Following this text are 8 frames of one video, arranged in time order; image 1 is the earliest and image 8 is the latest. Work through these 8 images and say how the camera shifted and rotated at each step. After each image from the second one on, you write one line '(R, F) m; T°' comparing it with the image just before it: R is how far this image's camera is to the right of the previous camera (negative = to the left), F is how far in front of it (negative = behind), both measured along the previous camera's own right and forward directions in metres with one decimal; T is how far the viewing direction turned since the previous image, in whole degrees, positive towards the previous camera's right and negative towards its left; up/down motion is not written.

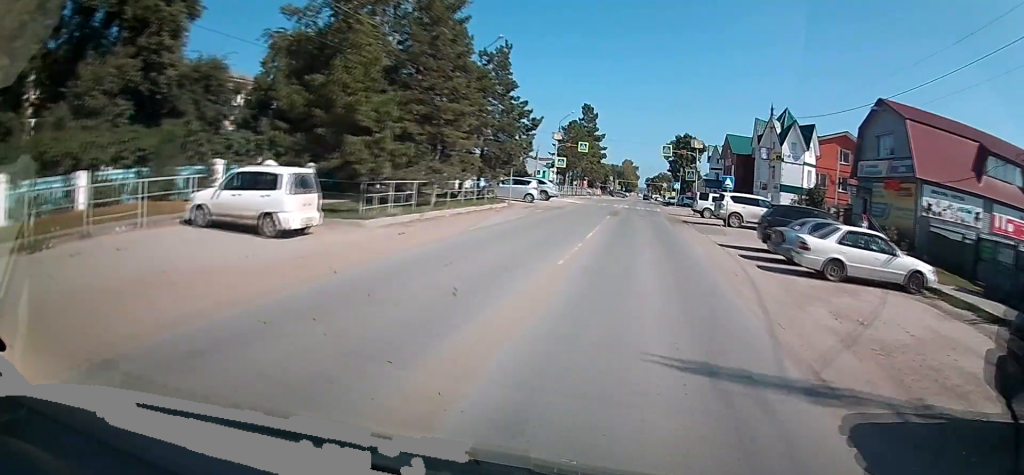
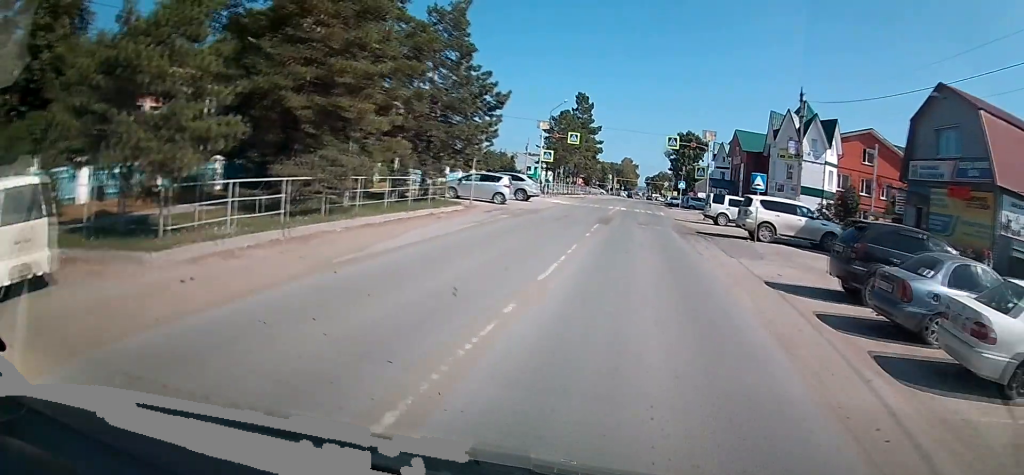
(0.0, +6.1) m; 0°
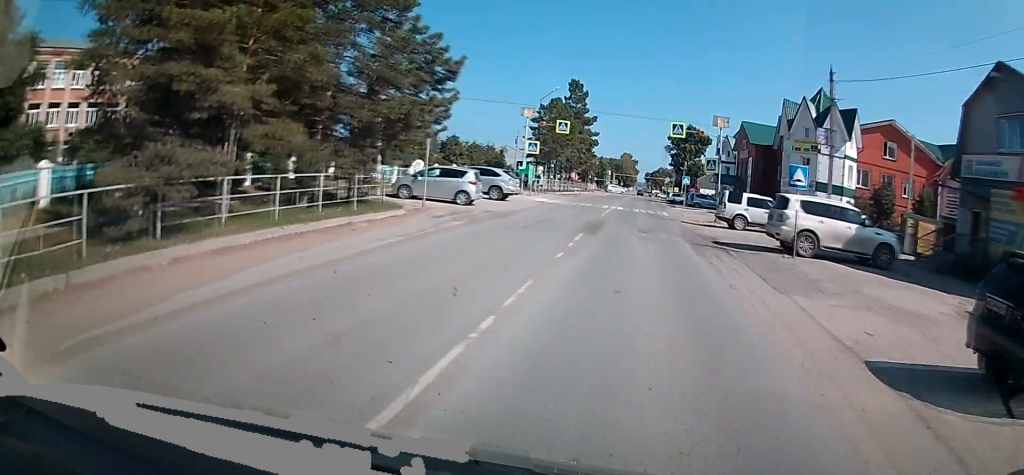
(0.0, +4.9) m; 0°
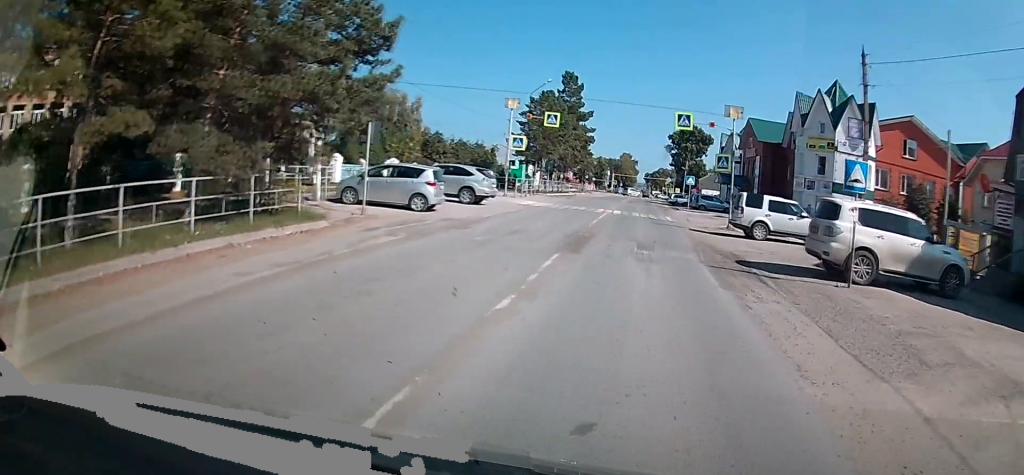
(0.0, +4.4) m; 0°
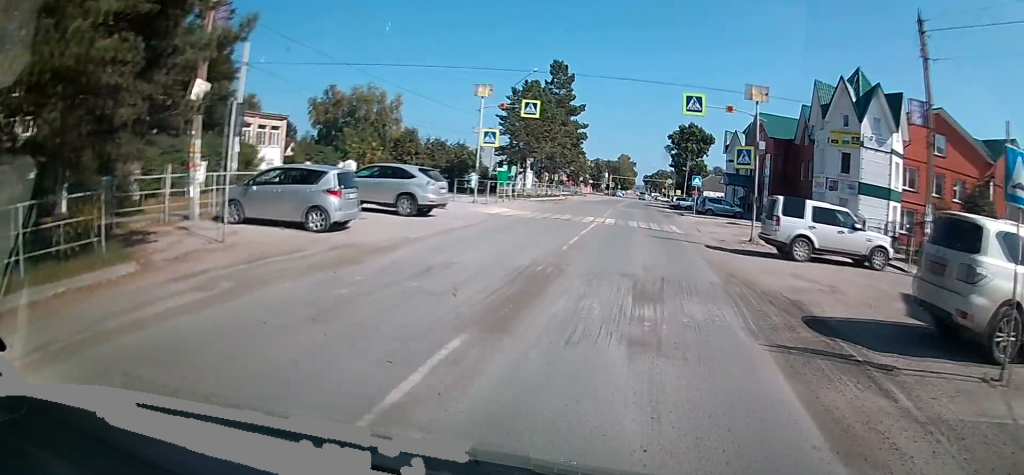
(0.0, +6.1) m; 0°
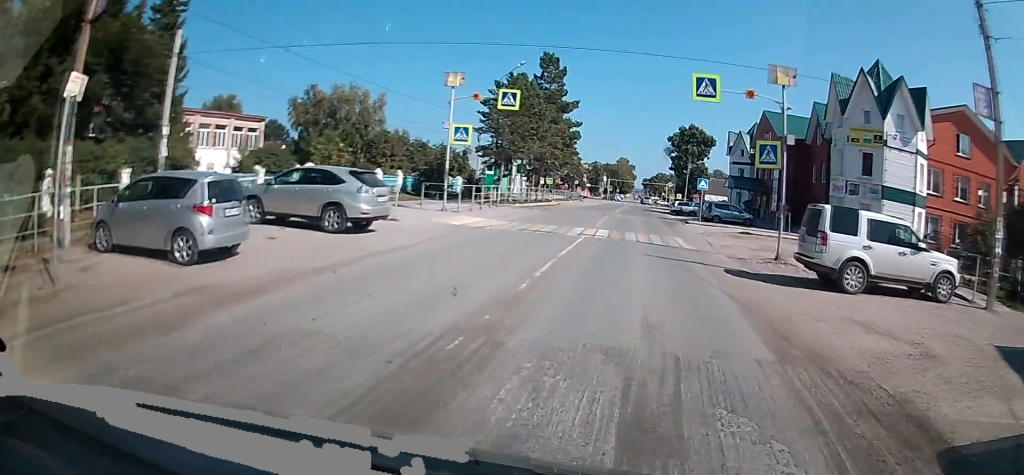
(0.0, +4.7) m; 0°
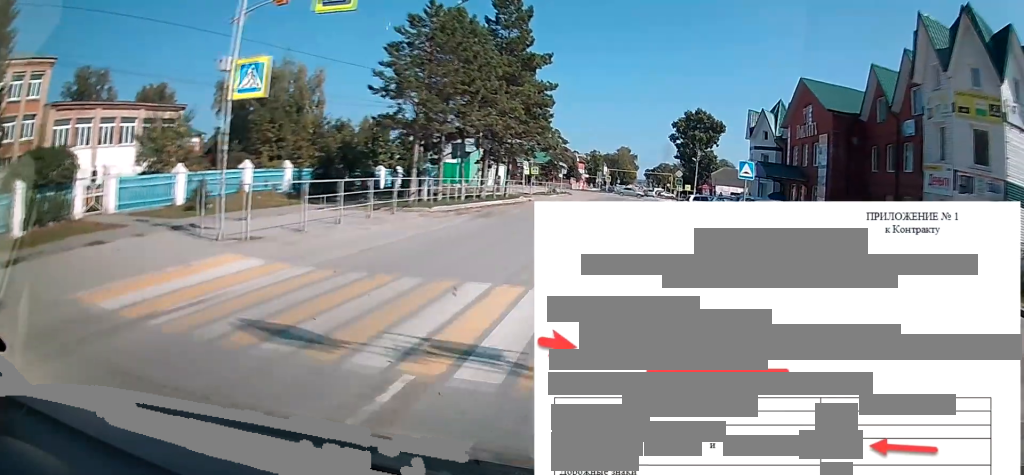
(+0.1, +15.2) m; 0°
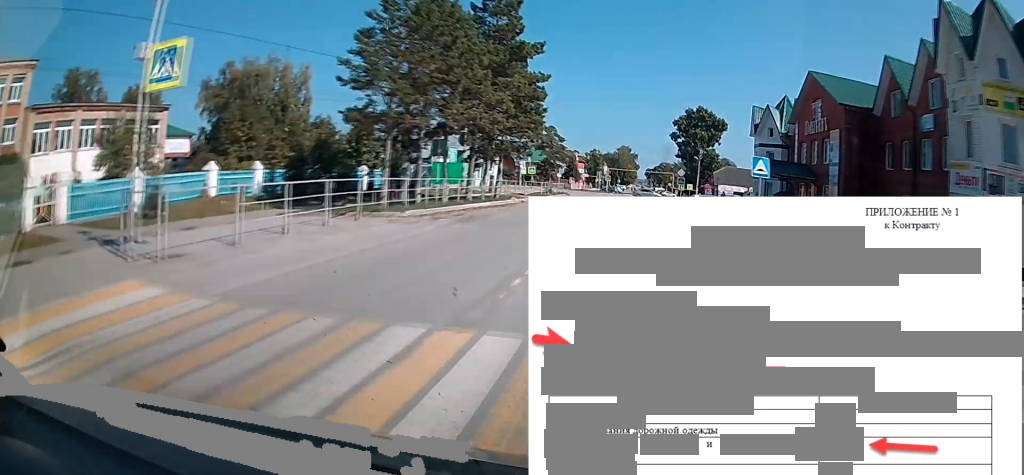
(0.0, +2.5) m; 0°
